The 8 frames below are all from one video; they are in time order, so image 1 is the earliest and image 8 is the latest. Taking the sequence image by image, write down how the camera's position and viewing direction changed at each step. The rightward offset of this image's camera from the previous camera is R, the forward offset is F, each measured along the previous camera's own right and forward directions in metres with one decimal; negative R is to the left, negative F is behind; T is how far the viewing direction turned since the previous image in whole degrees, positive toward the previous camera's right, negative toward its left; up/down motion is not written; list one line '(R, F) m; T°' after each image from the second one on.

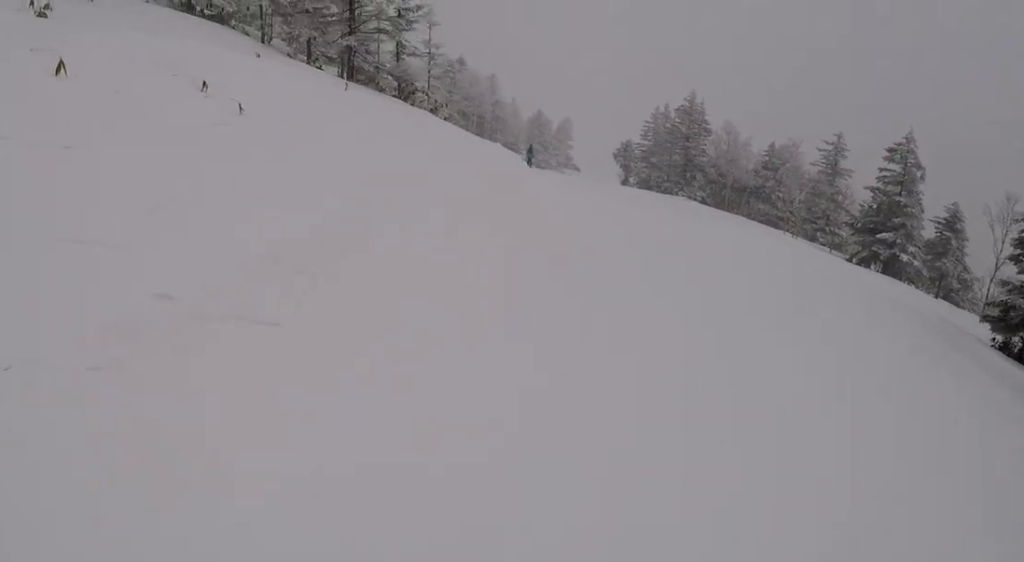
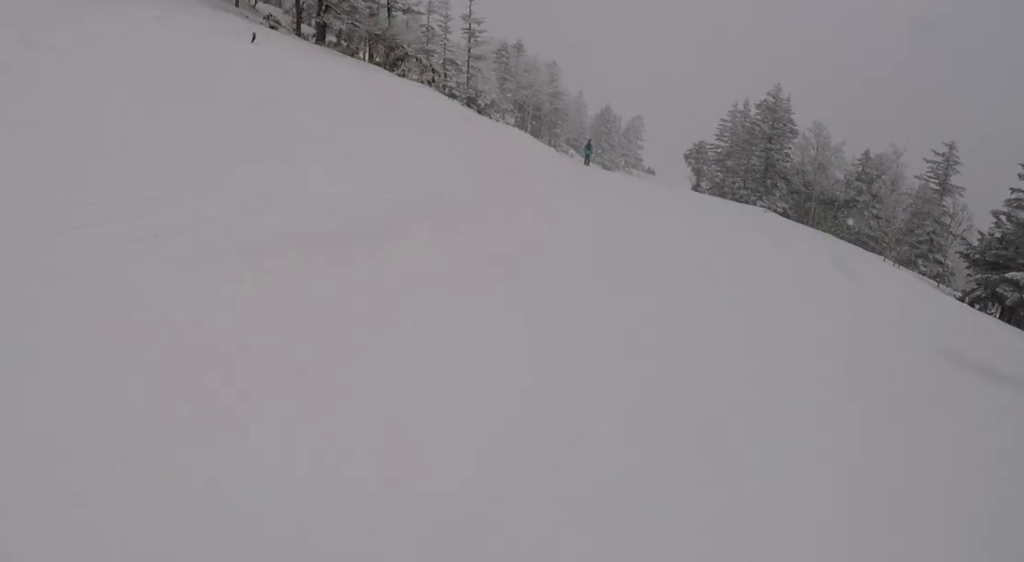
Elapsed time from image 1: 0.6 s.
(-0.3, +6.0) m; -5°
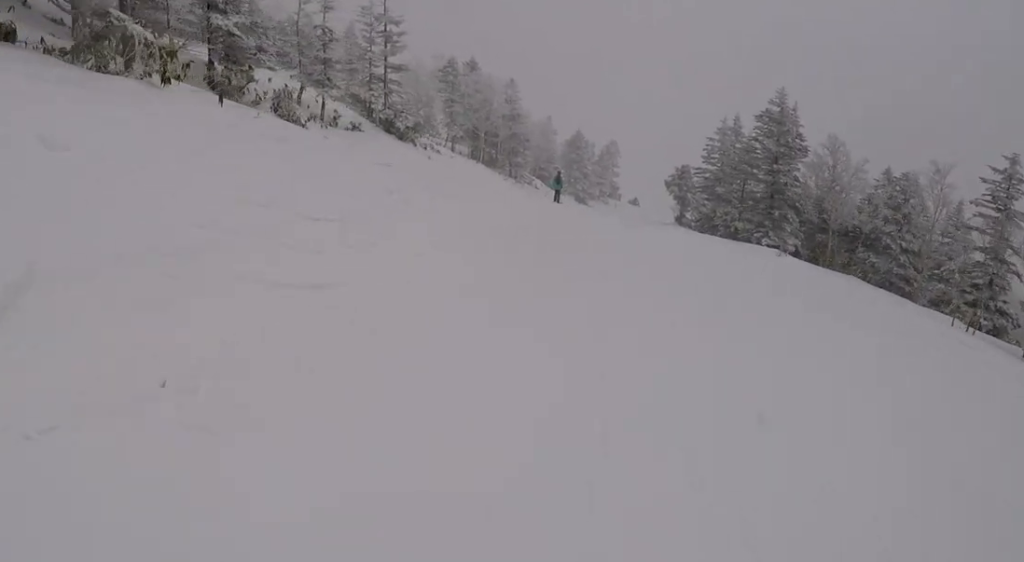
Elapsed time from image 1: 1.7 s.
(-0.5, +10.0) m; -11°
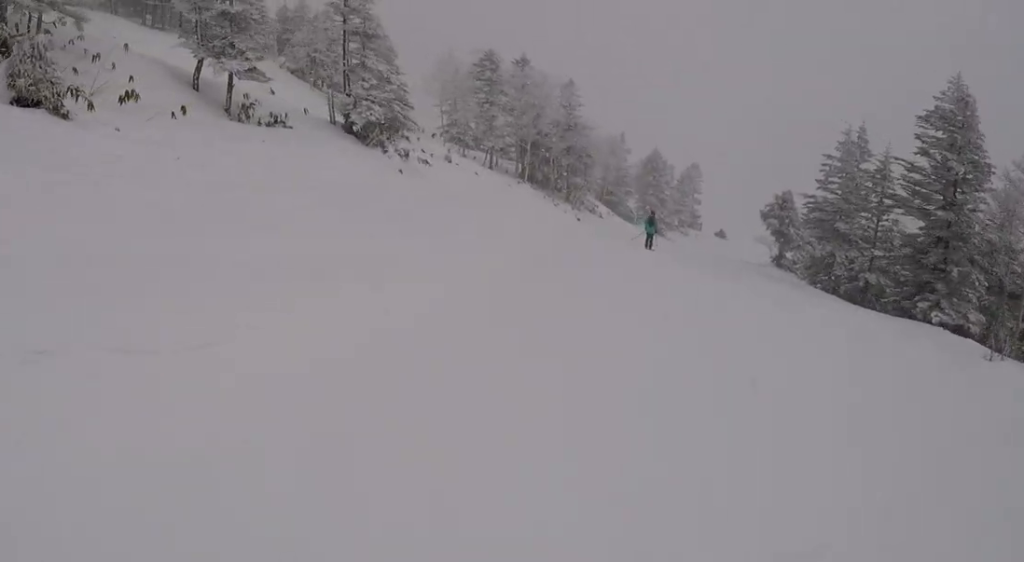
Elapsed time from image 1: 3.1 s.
(-0.9, +12.8) m; 0°
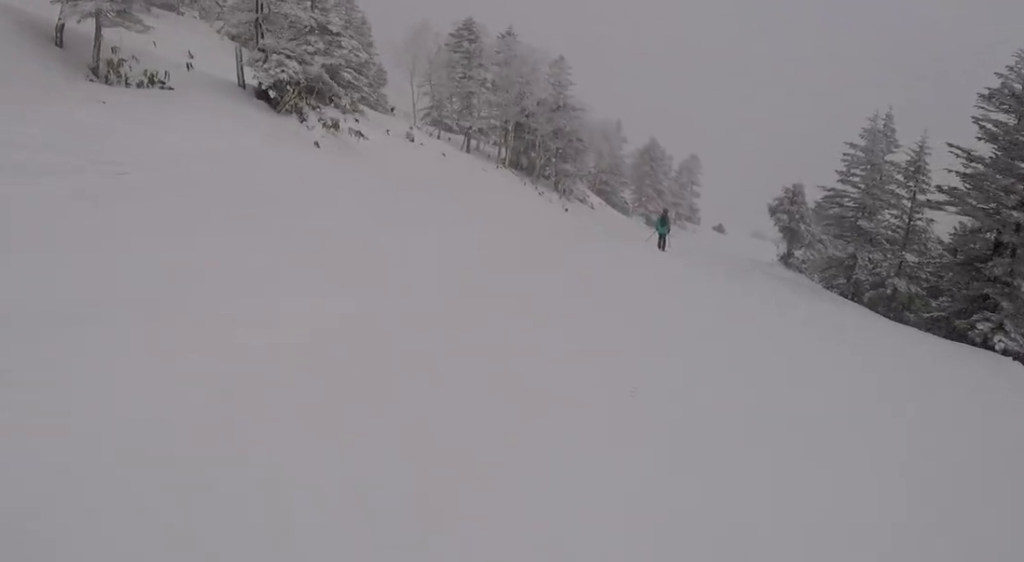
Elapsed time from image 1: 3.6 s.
(+0.9, +4.8) m; 0°
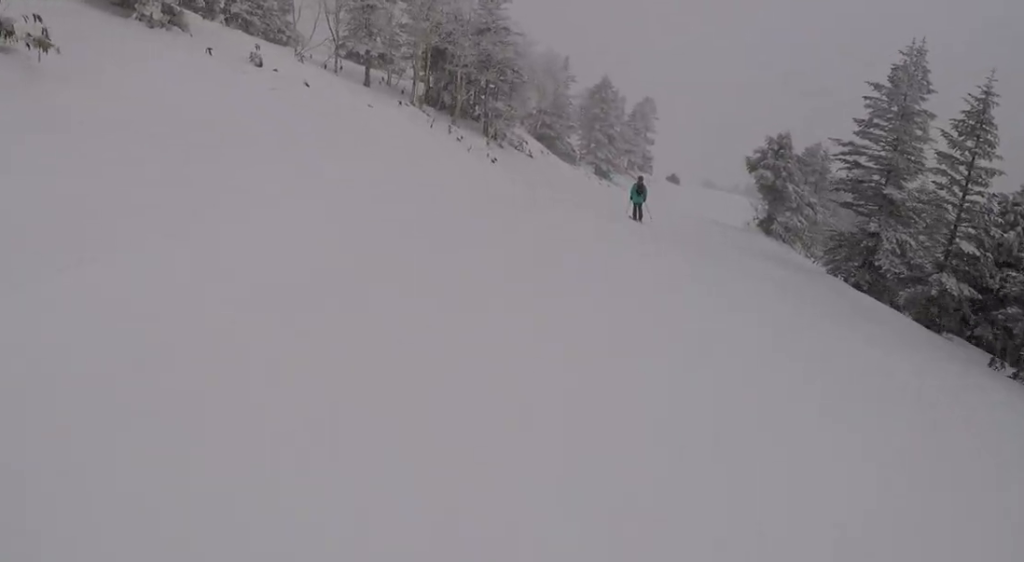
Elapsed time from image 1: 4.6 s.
(-1.2, +8.7) m; 0°
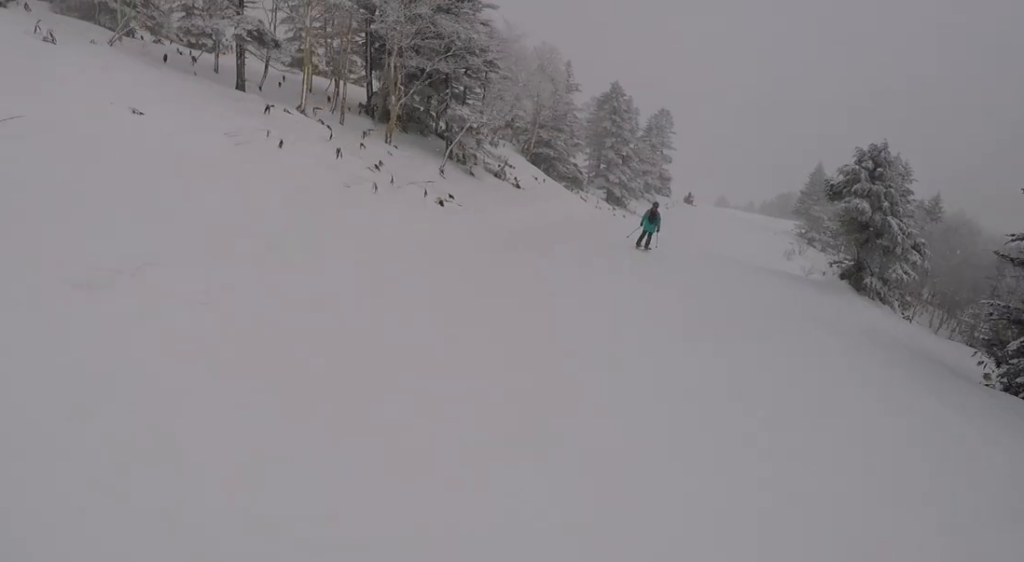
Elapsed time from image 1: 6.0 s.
(+1.9, +12.0) m; +11°
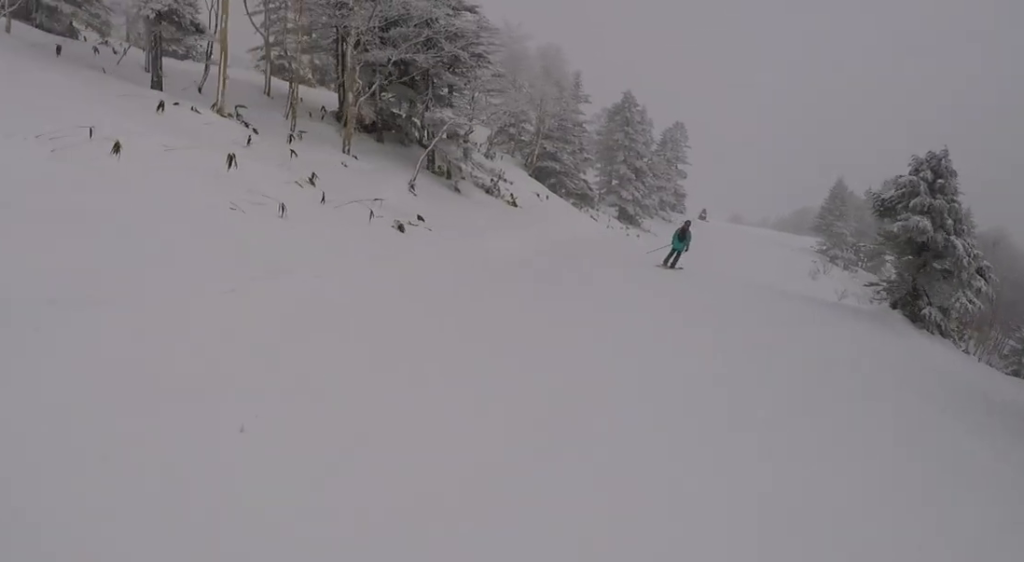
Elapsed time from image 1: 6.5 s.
(+0.1, +4.4) m; -1°
